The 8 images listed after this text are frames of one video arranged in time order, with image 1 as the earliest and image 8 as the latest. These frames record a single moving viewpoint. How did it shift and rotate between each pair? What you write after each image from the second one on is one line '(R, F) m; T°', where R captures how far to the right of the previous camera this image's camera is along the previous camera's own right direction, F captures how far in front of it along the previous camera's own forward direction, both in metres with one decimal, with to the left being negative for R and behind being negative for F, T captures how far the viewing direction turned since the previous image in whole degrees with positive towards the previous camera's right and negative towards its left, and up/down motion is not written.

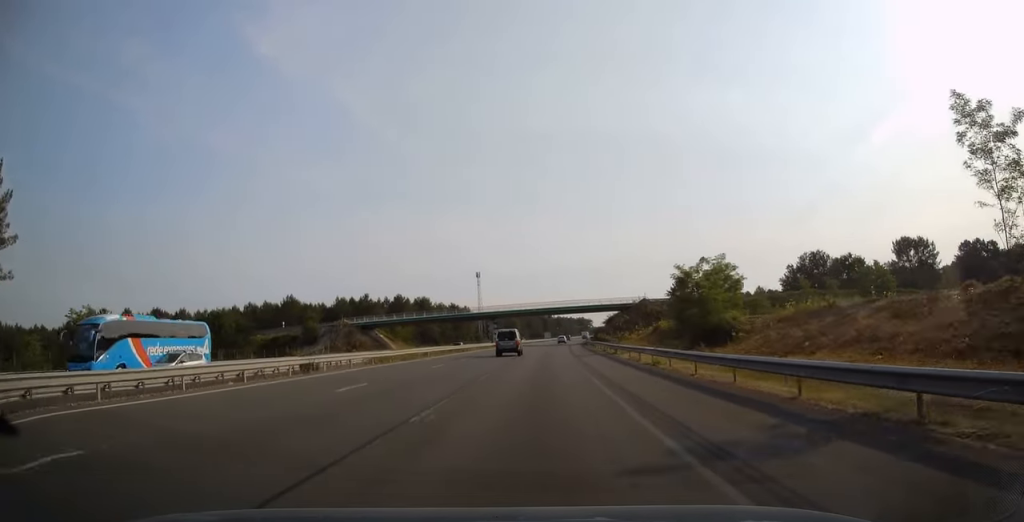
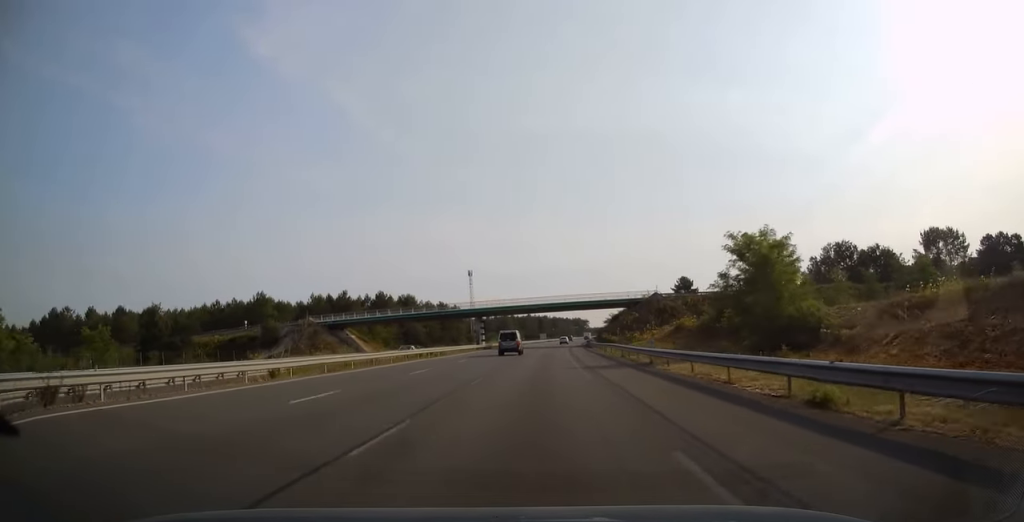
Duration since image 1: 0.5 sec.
(+0.1, +15.8) m; 0°
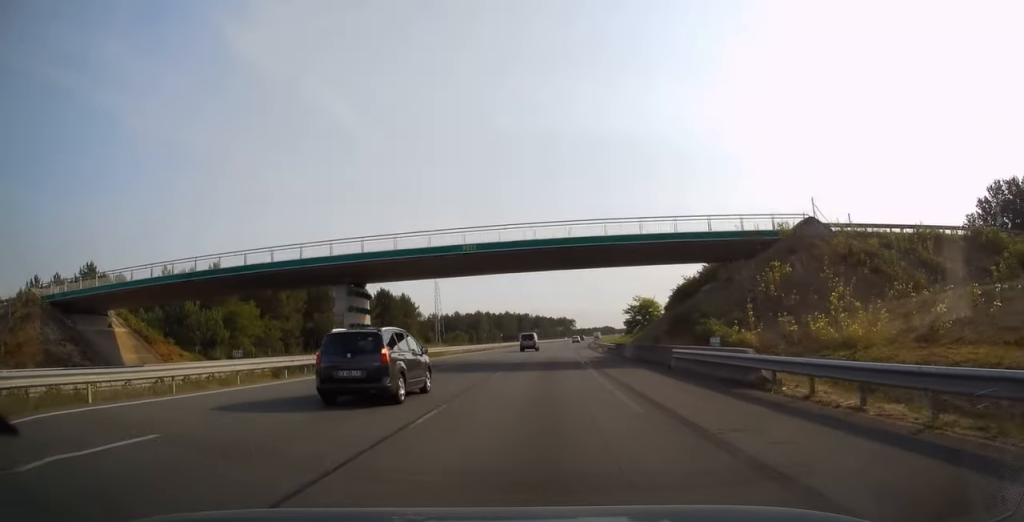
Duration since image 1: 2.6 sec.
(+1.1, +60.6) m; +2°
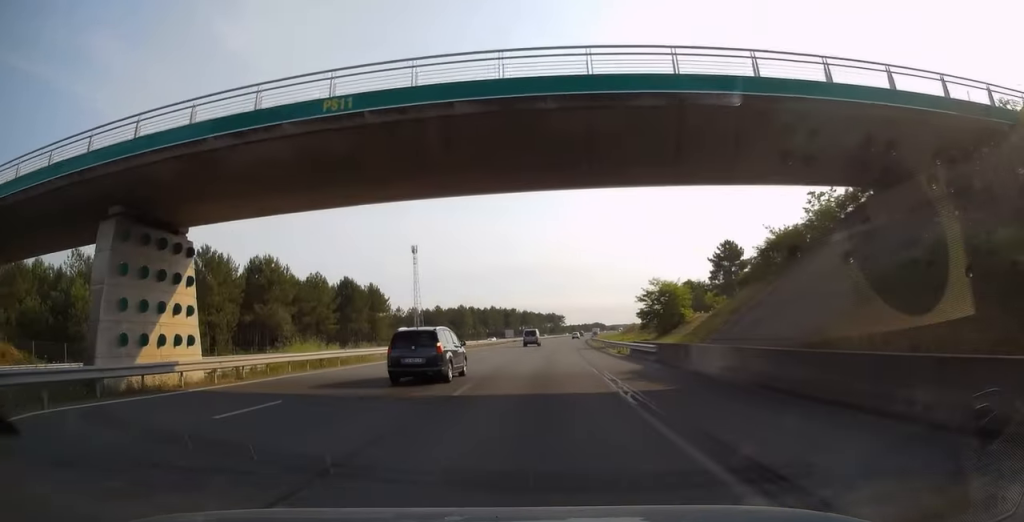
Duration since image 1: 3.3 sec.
(+0.1, +21.2) m; +1°
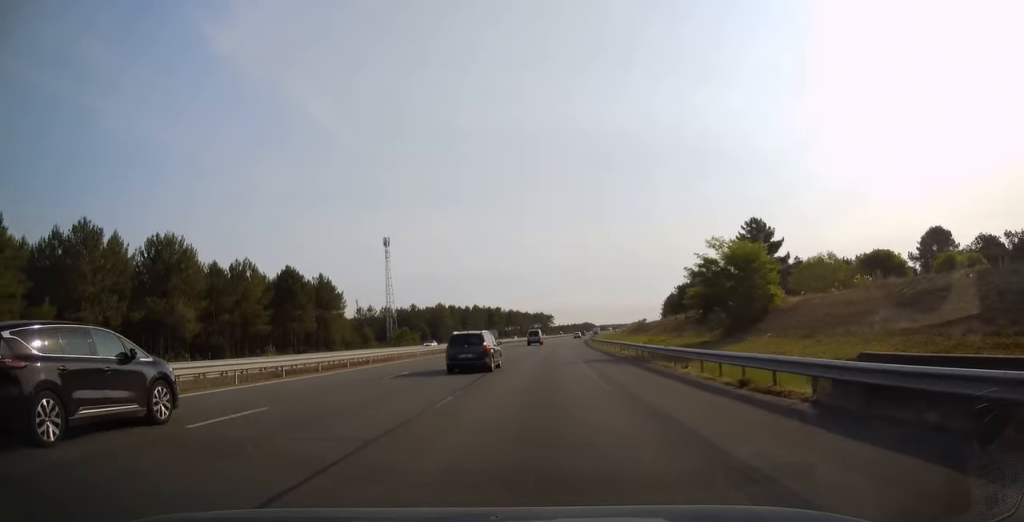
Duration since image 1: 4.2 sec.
(+0.4, +26.7) m; +1°
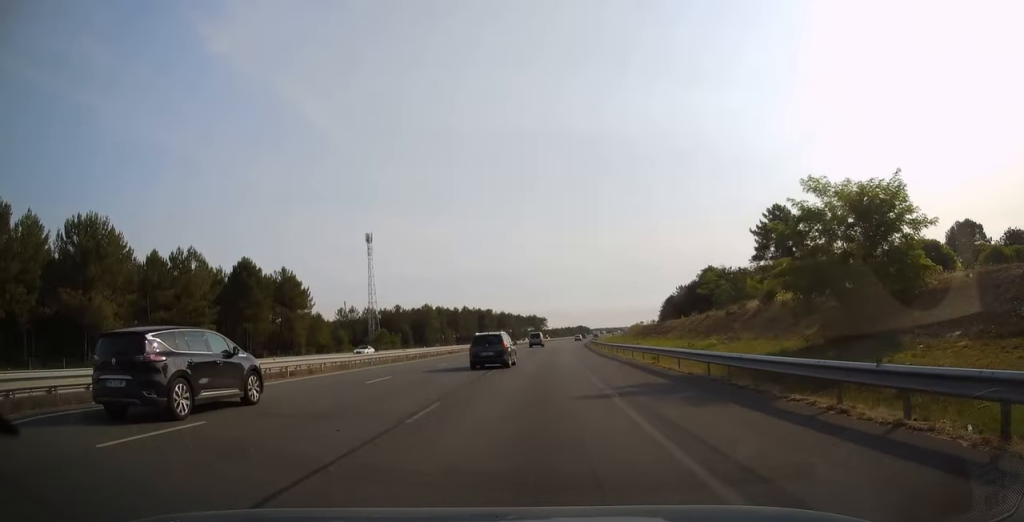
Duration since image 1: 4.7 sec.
(+0.1, +15.3) m; 0°
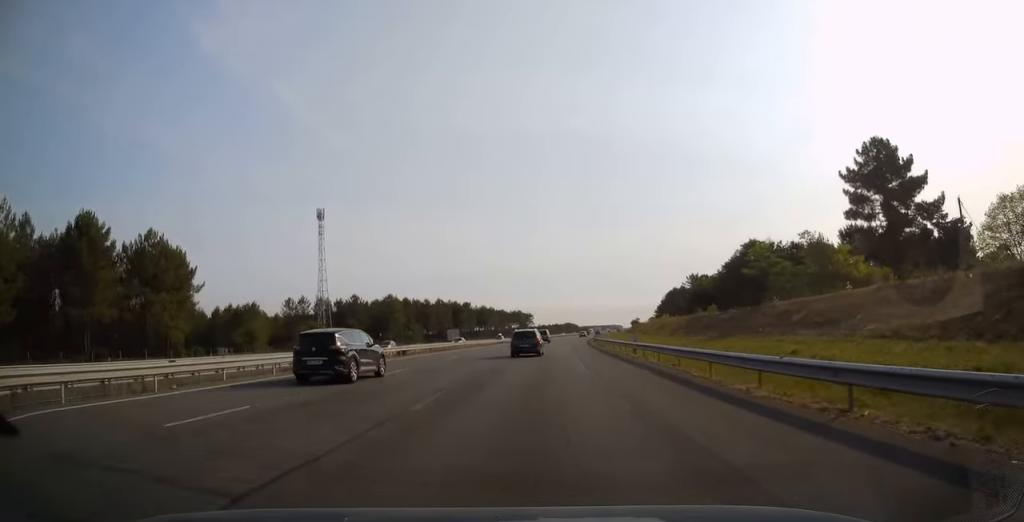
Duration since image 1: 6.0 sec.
(+0.3, +37.0) m; +1°
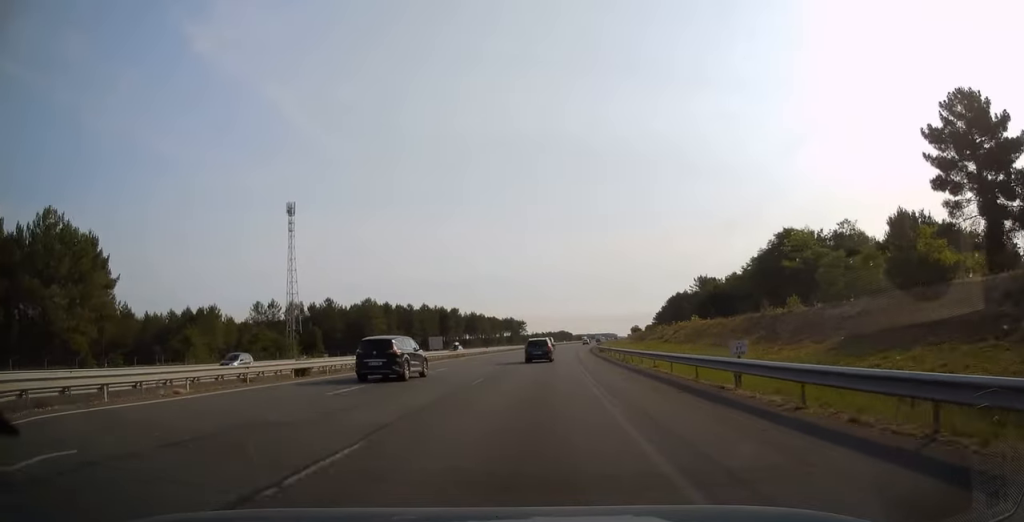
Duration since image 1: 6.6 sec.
(+0.2, +18.2) m; +1°
